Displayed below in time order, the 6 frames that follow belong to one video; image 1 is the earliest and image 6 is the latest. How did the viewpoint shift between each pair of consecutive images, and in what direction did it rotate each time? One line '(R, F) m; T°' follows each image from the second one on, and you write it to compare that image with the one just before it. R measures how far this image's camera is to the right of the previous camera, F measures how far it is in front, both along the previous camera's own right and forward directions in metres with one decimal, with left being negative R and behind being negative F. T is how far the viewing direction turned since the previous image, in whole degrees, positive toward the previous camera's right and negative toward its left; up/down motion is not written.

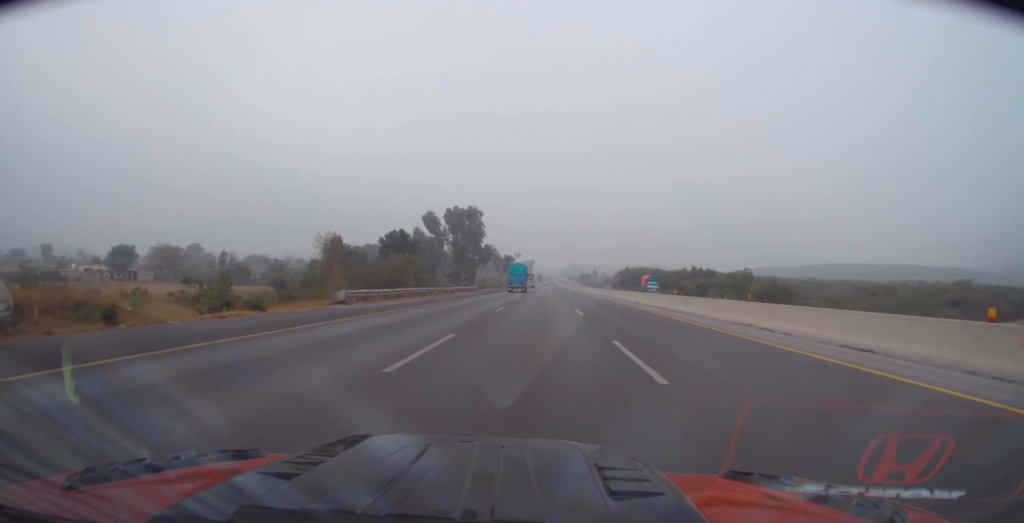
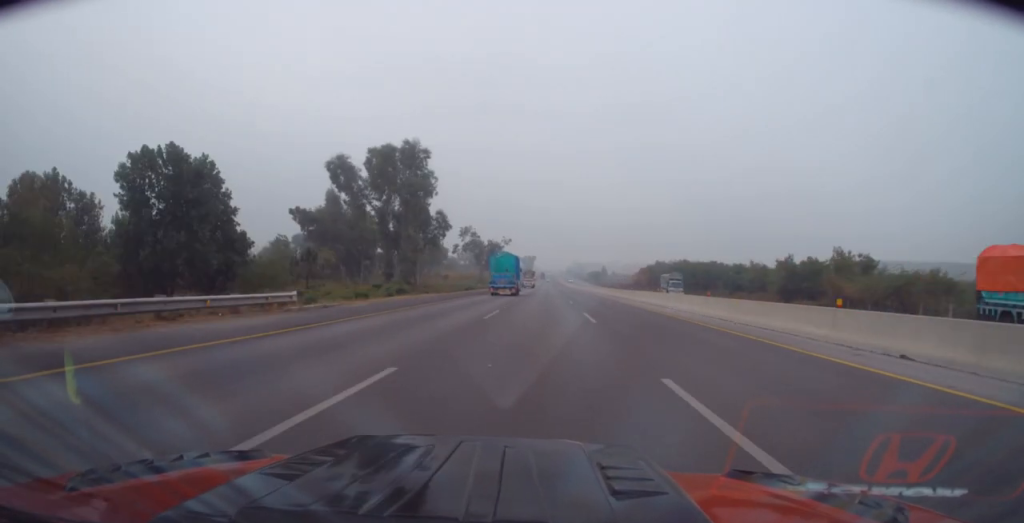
(-0.3, +60.2) m; -1°
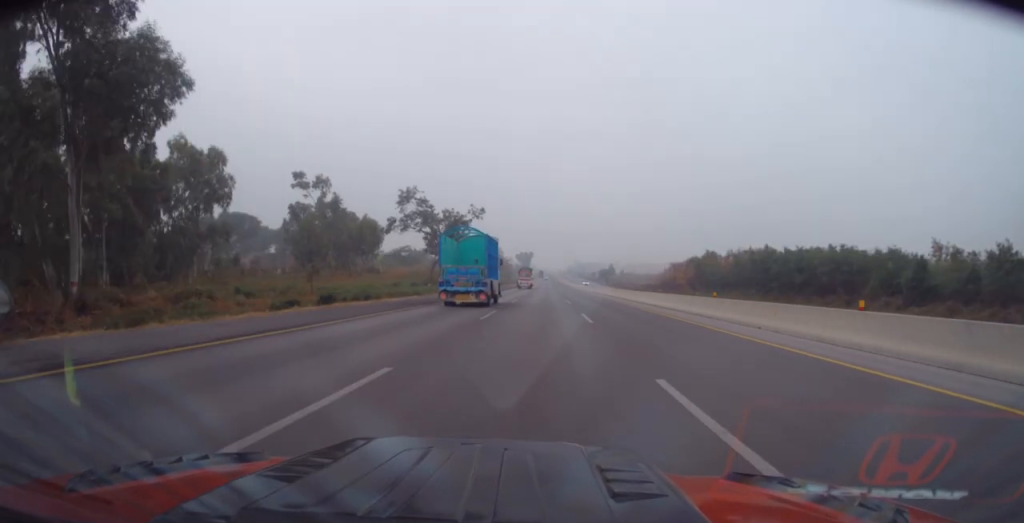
(+0.2, +53.6) m; +1°
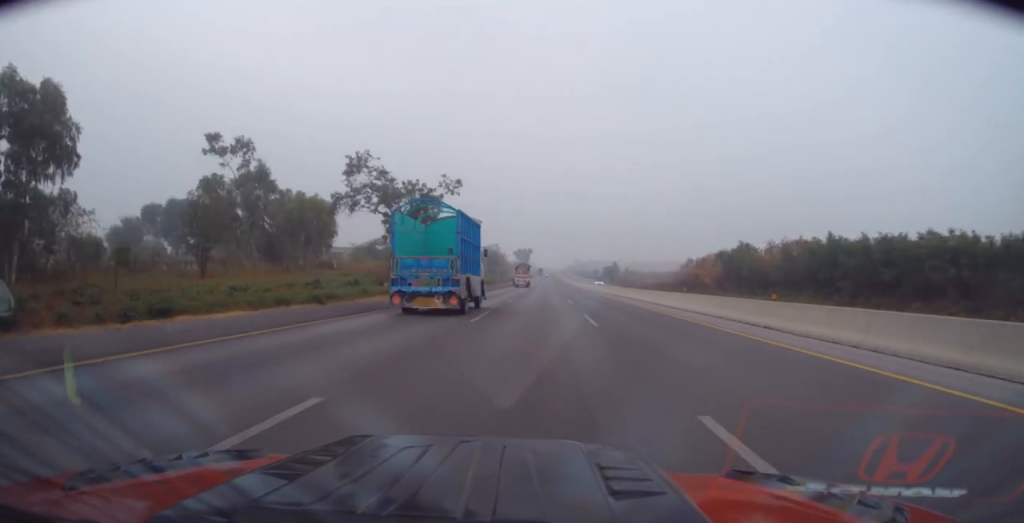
(0.0, +20.4) m; 0°
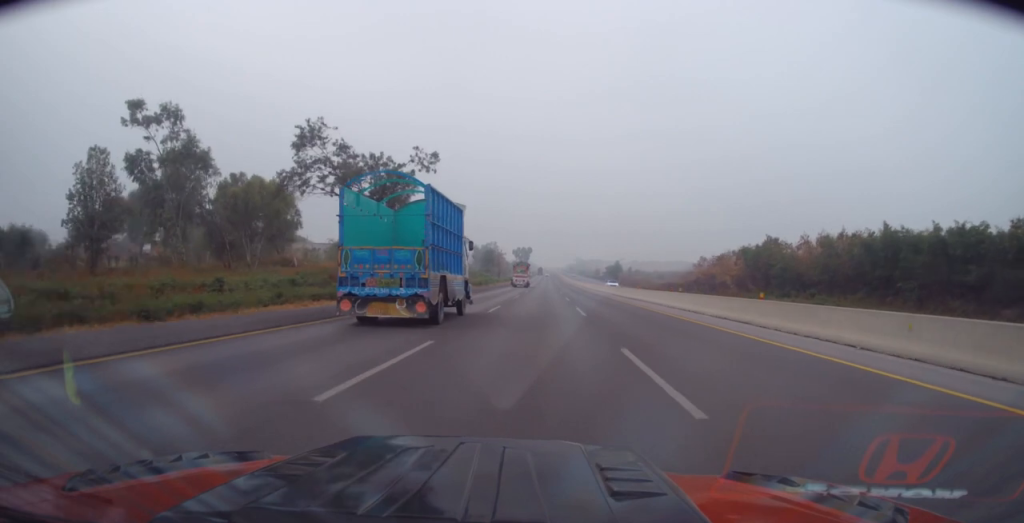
(0.0, +11.9) m; 0°
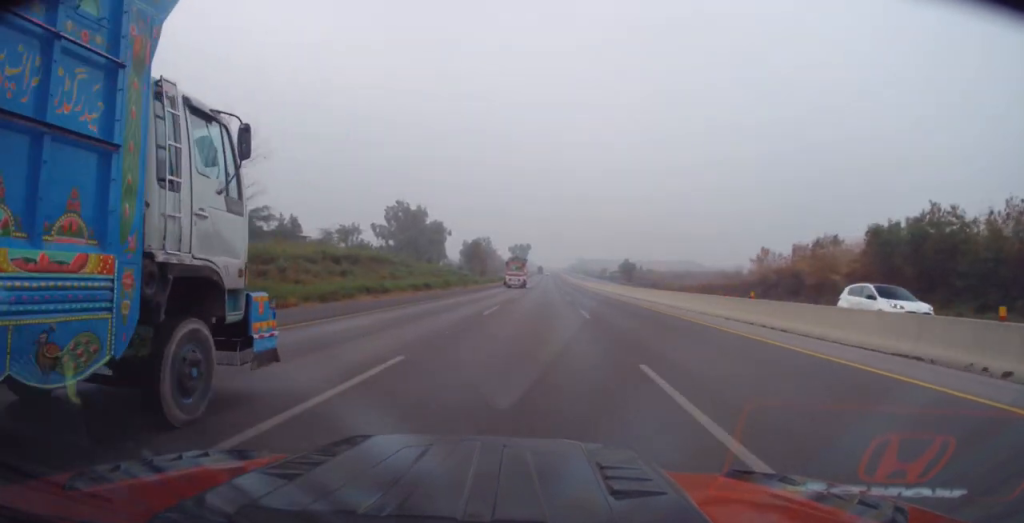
(-0.4, +38.3) m; 0°
